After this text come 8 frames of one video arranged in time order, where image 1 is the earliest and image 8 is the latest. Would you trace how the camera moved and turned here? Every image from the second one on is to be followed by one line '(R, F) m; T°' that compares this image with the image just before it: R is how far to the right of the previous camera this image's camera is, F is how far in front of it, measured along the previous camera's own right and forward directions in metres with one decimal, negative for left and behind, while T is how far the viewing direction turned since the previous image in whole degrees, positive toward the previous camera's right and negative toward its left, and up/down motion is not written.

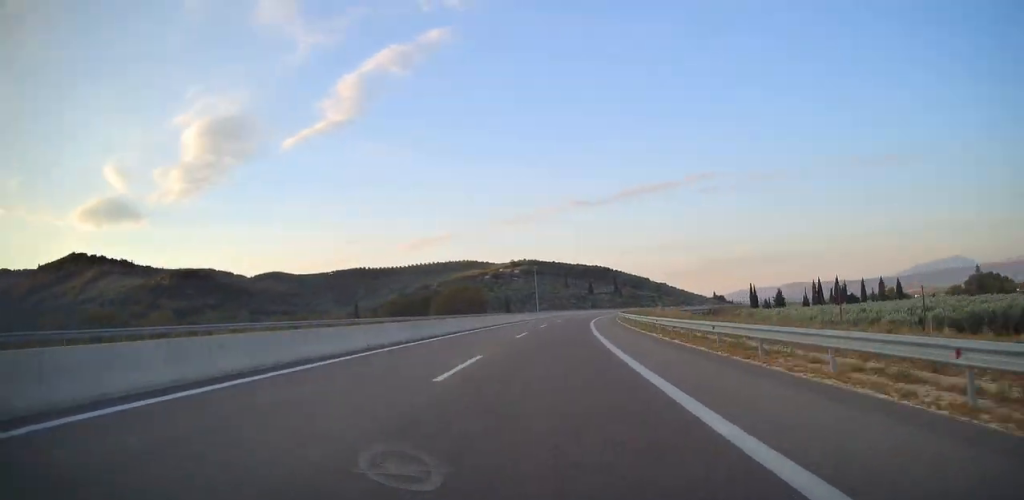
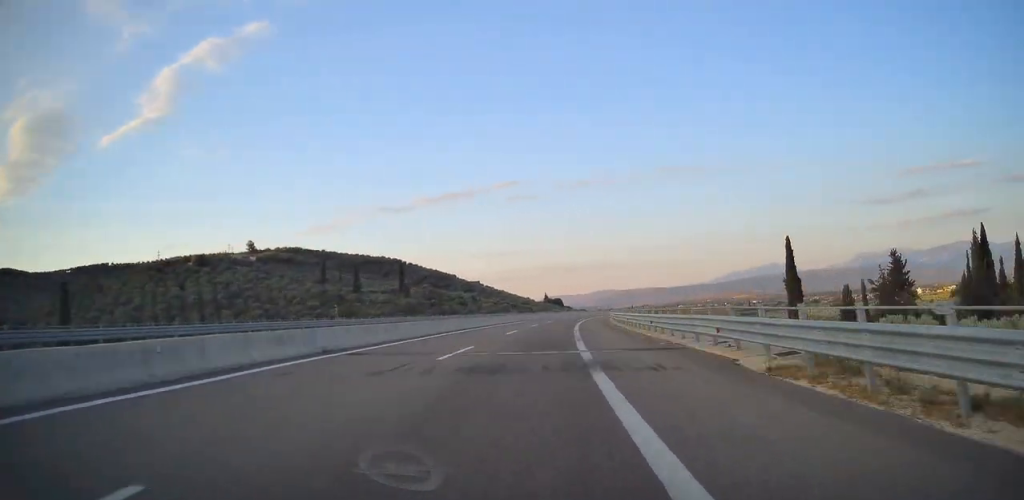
(+37.7, +218.4) m; +15°
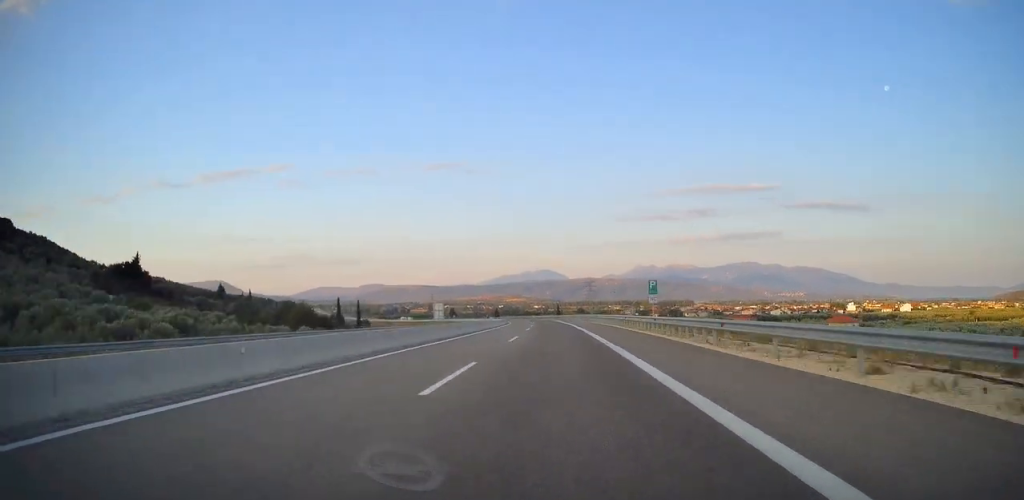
(+65.2, +353.6) m; +9°
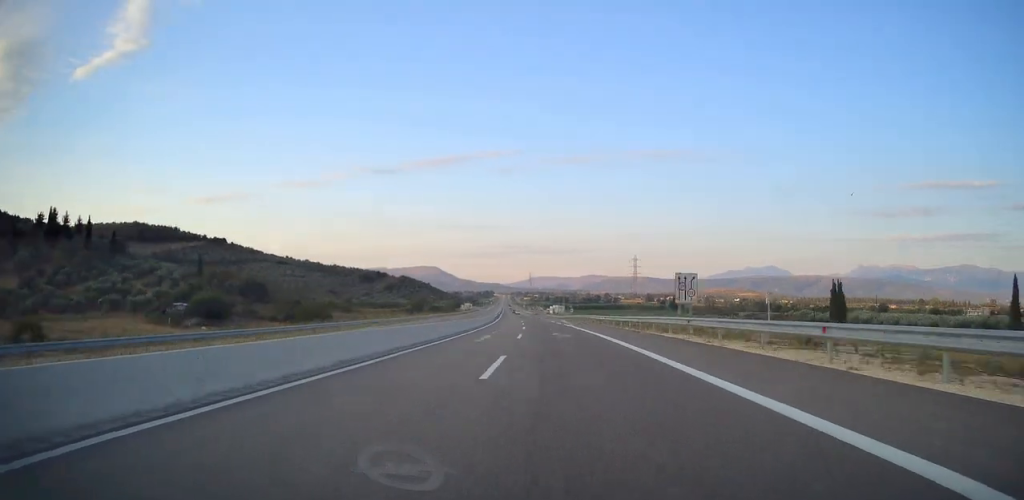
(-37.2, +408.2) m; -12°
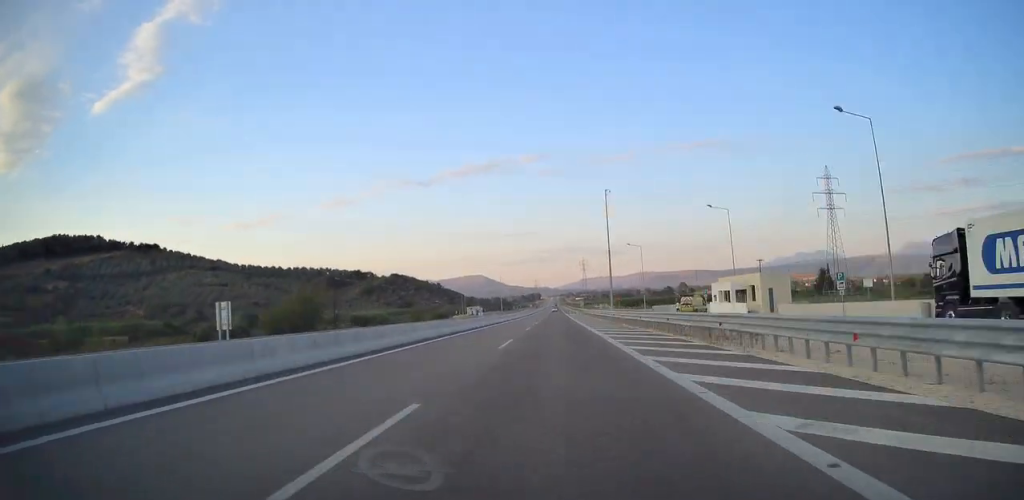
(-17.5, +227.0) m; -4°
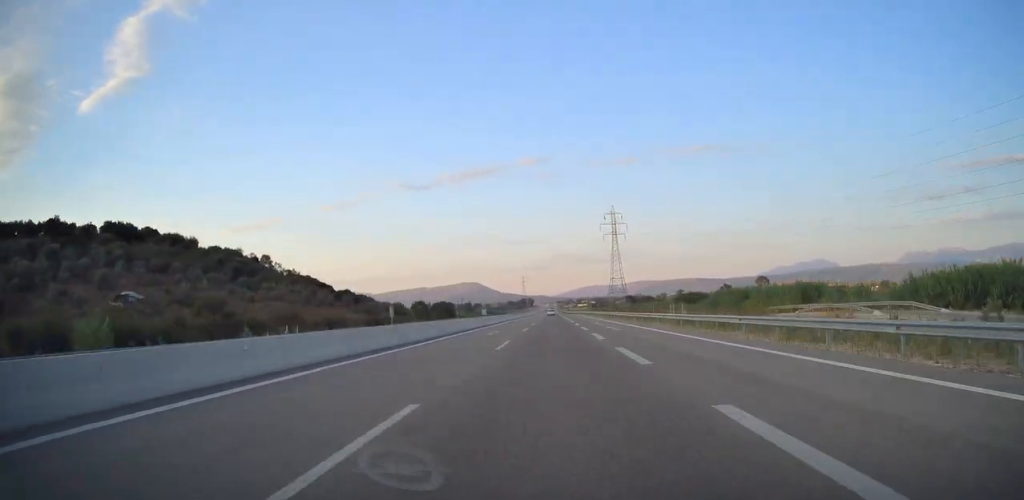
(-2.7, +306.6) m; -1°
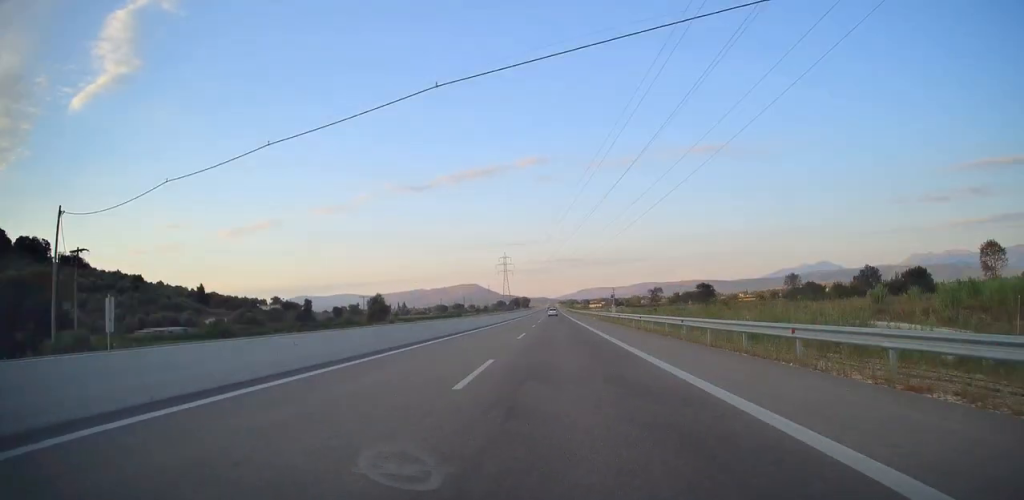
(-0.3, +261.7) m; 0°
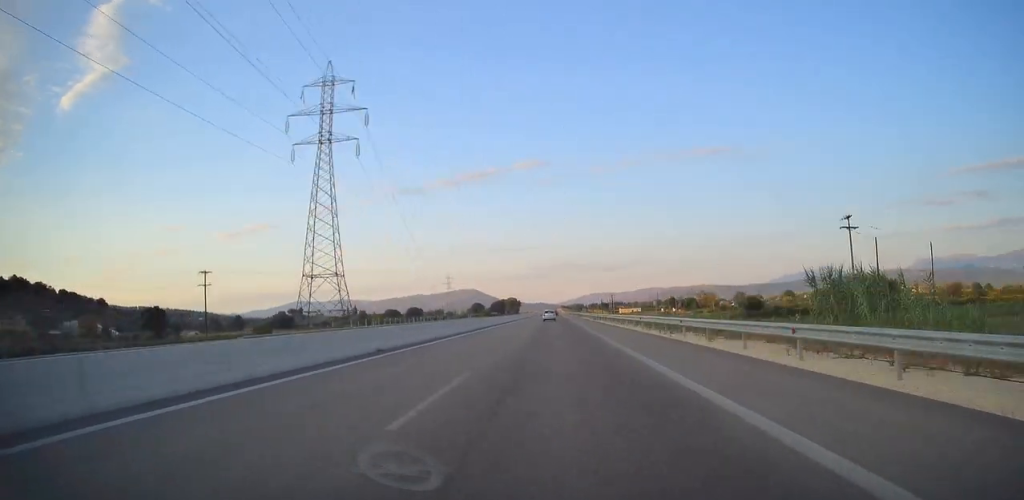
(-0.1, +311.2) m; 0°
